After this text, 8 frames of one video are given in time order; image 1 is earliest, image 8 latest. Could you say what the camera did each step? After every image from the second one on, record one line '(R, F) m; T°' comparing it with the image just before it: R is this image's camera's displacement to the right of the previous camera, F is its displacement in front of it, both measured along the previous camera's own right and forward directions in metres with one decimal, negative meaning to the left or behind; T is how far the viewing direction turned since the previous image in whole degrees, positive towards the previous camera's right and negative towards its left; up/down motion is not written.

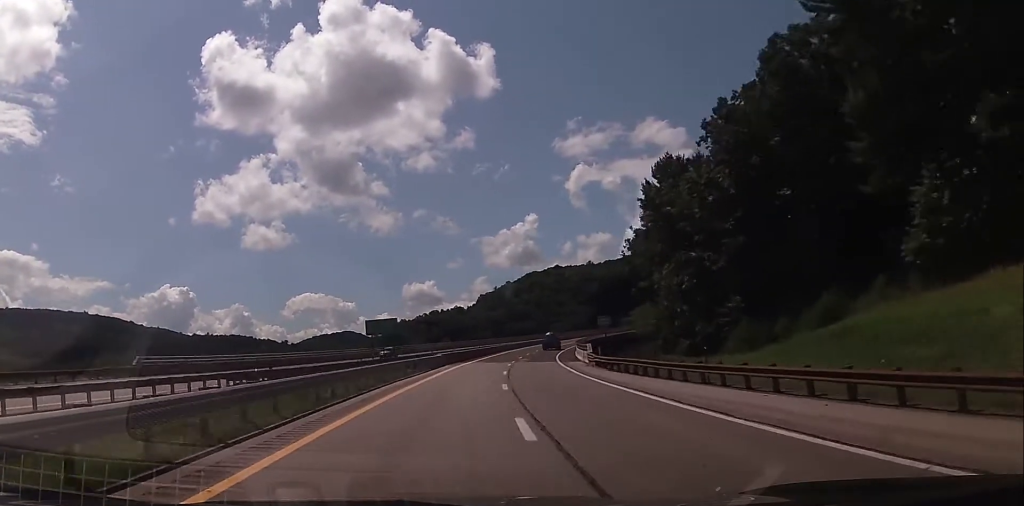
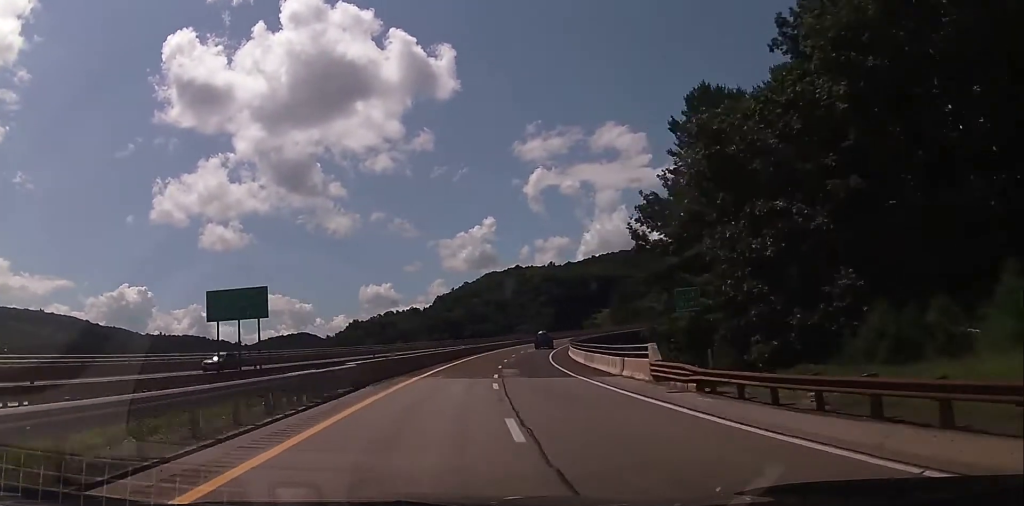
(+0.6, +24.2) m; +1°
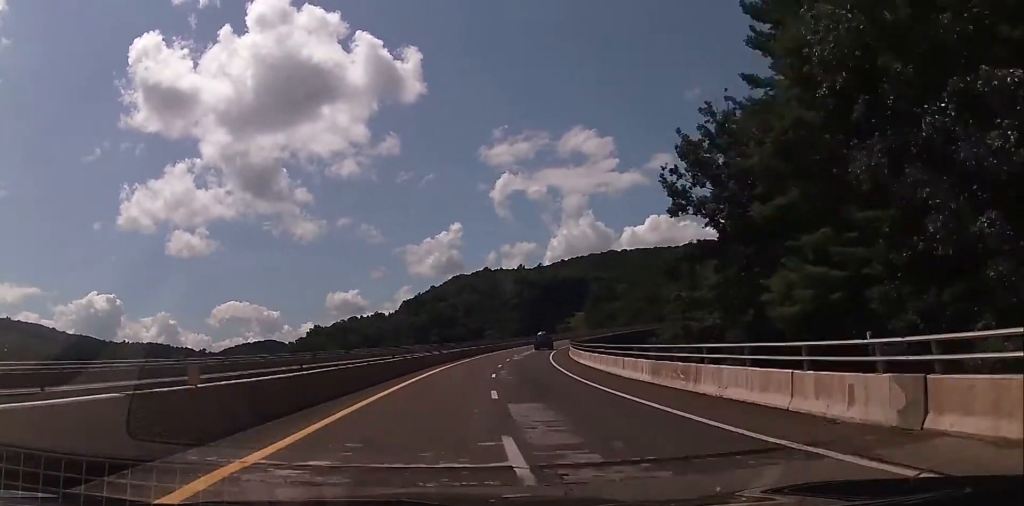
(0.0, +22.0) m; 0°
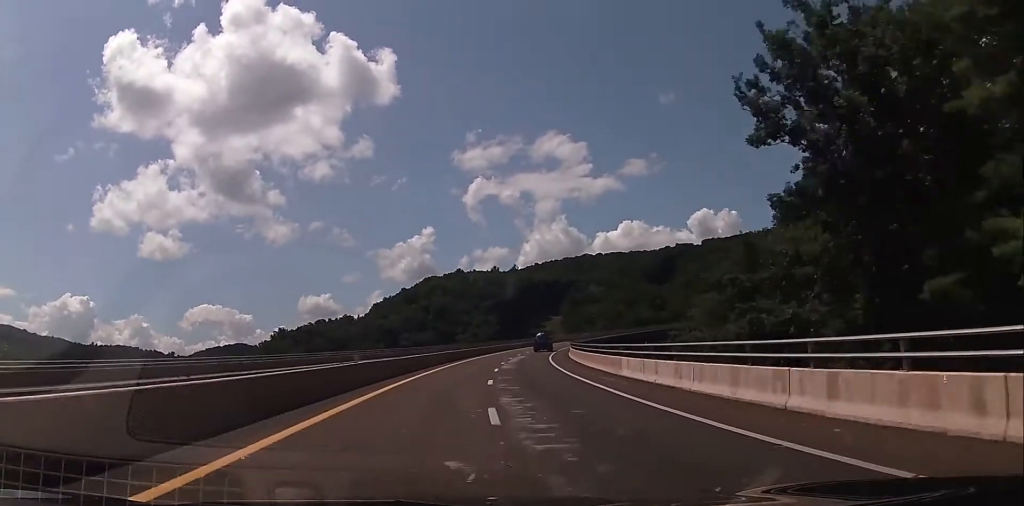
(-0.1, +18.7) m; +2°
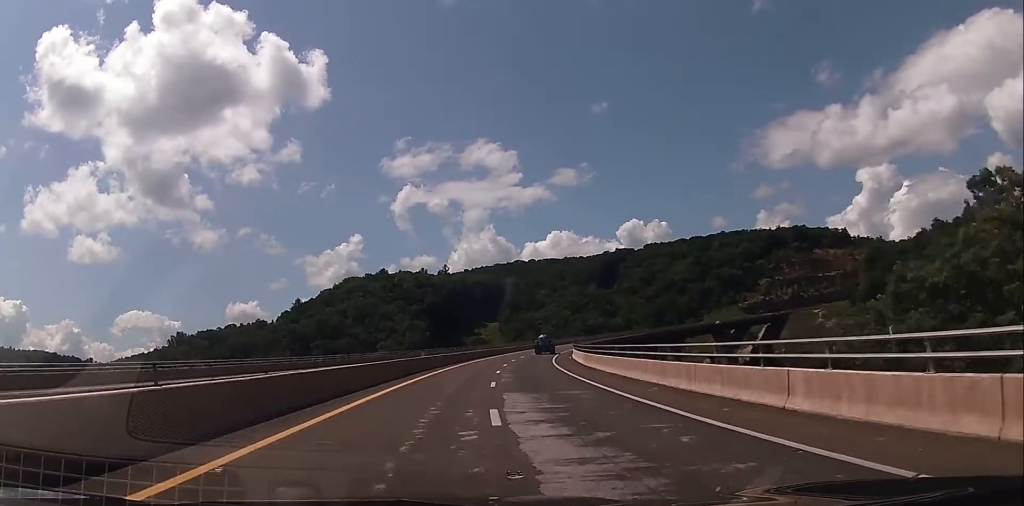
(+3.7, +49.4) m; +8°
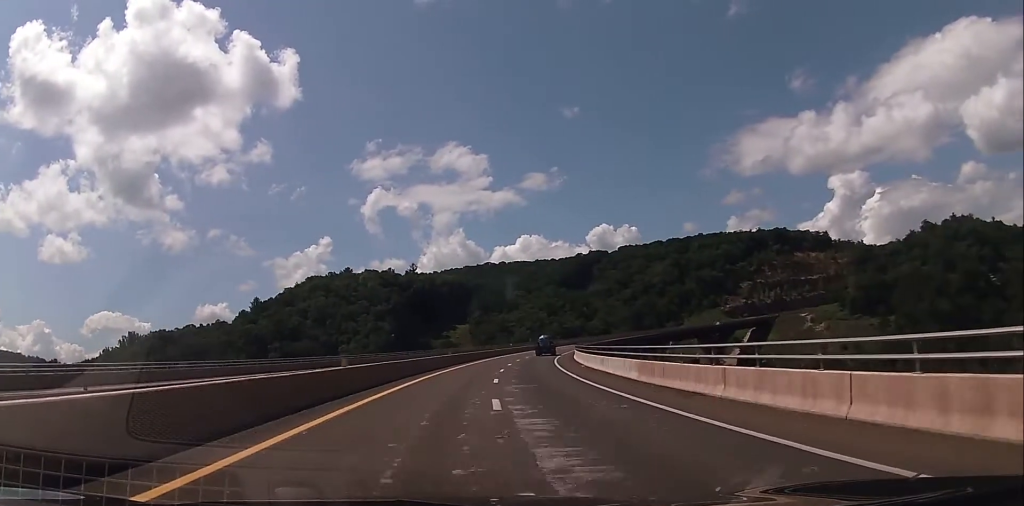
(+0.5, +21.0) m; +3°
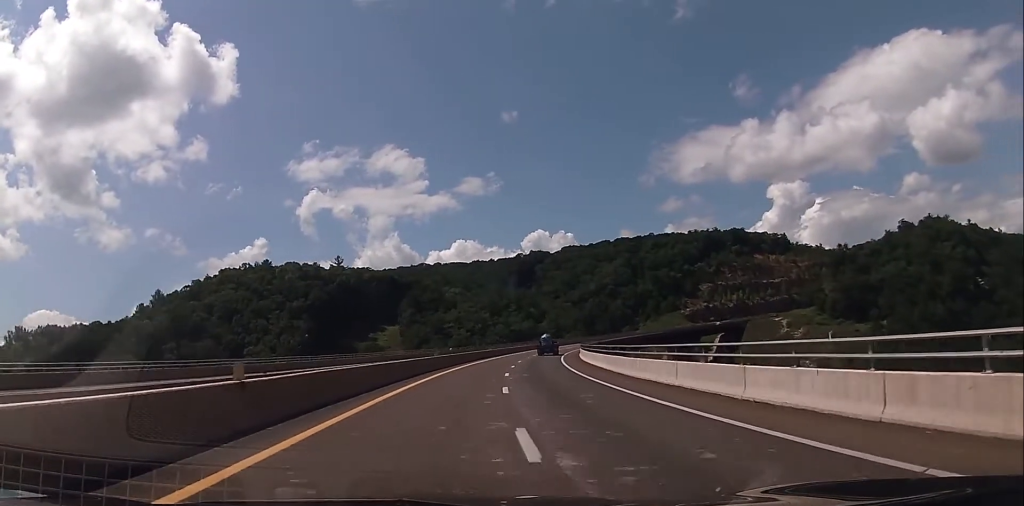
(+2.3, +44.0) m; +6°
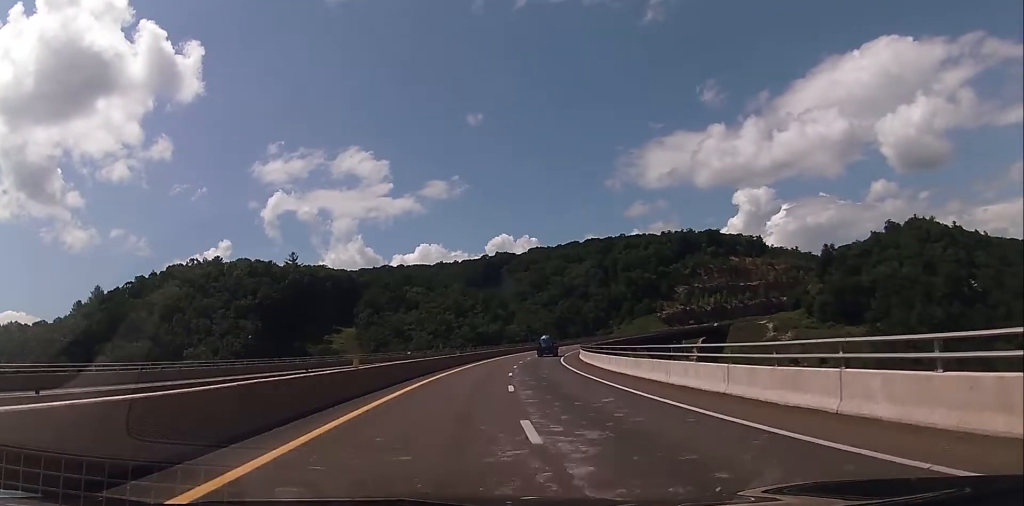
(+0.6, +23.2) m; +3°
